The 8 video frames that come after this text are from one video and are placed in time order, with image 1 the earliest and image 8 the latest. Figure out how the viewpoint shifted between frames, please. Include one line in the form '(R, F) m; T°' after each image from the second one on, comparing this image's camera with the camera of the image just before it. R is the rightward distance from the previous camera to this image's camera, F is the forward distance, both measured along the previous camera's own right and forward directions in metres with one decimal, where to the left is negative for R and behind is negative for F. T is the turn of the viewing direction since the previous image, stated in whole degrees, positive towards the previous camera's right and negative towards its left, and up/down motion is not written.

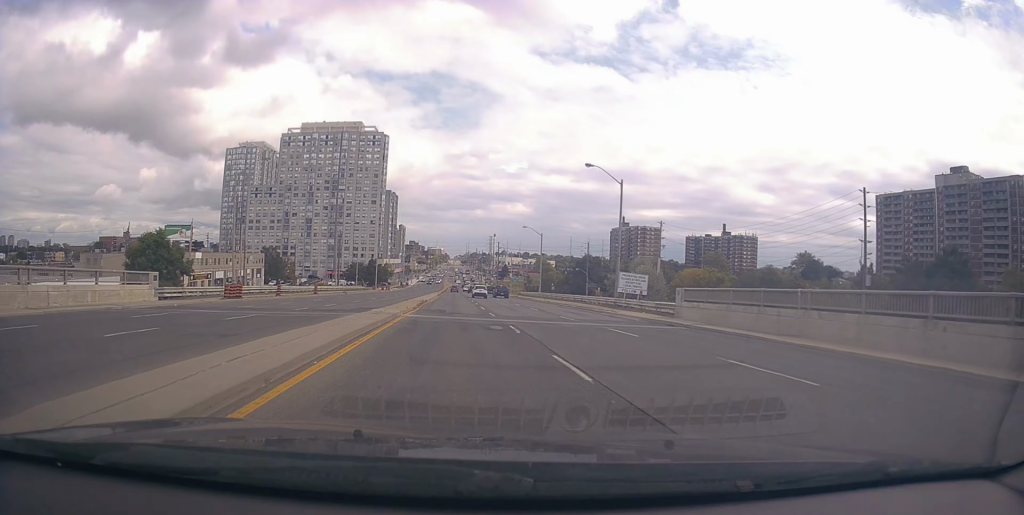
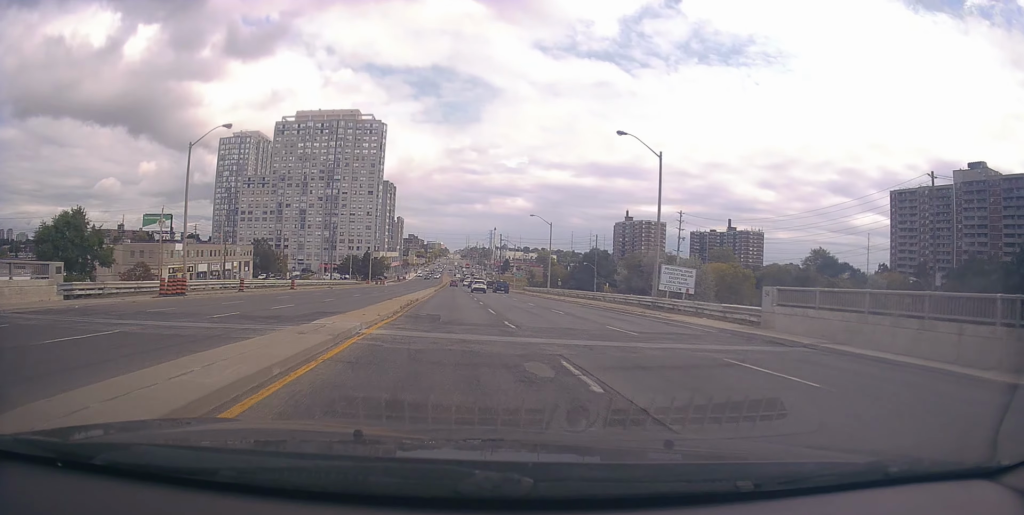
(+0.4, +9.2) m; 0°
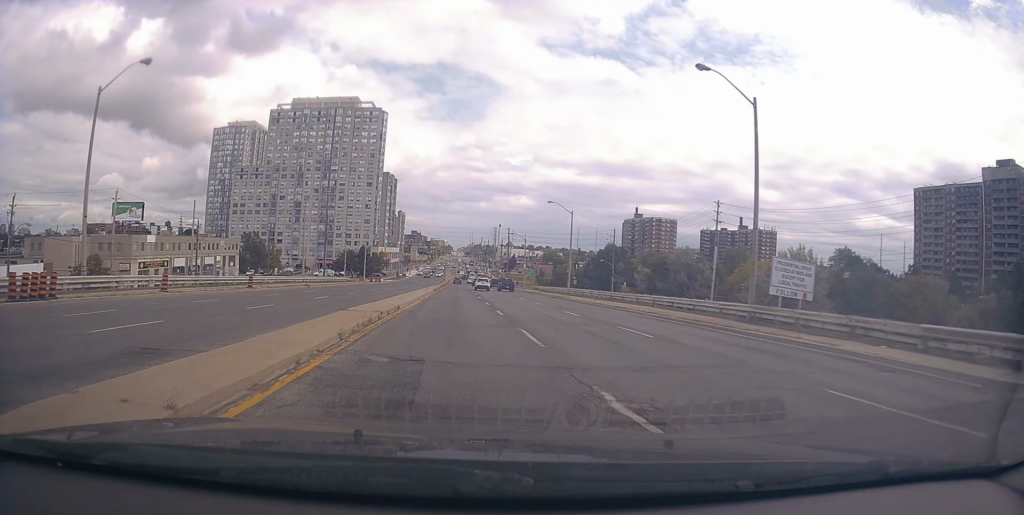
(-0.4, +12.6) m; 0°
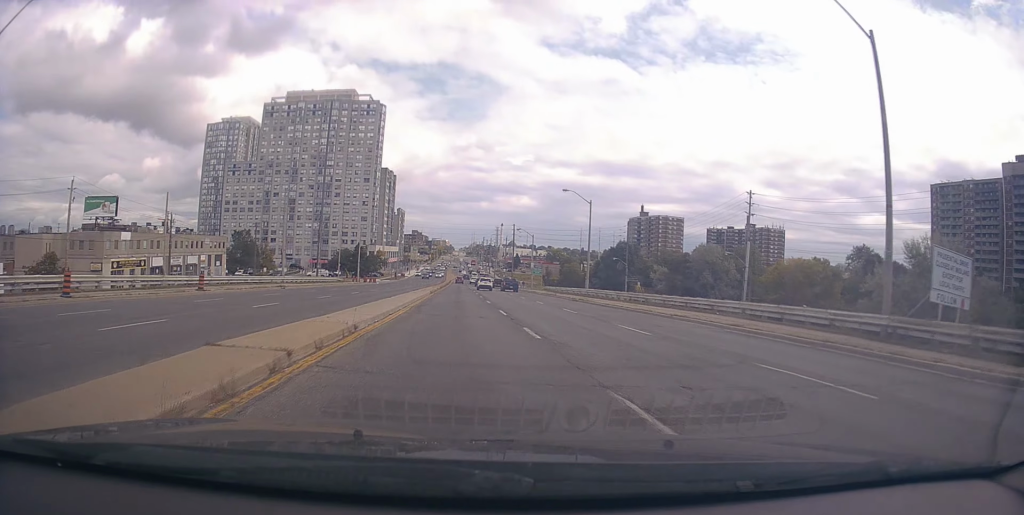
(0.0, +9.1) m; 0°
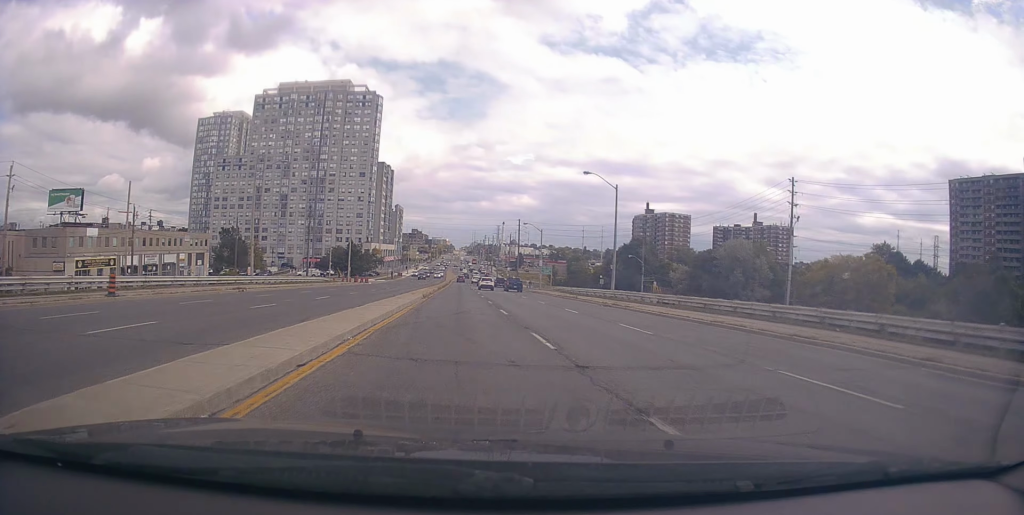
(+0.3, +10.1) m; 0°
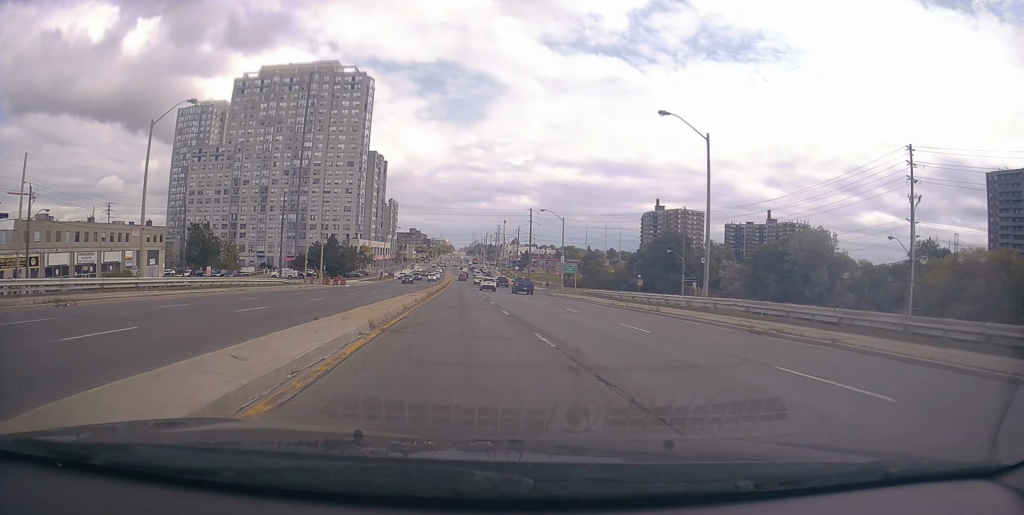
(-0.7, +20.0) m; -1°
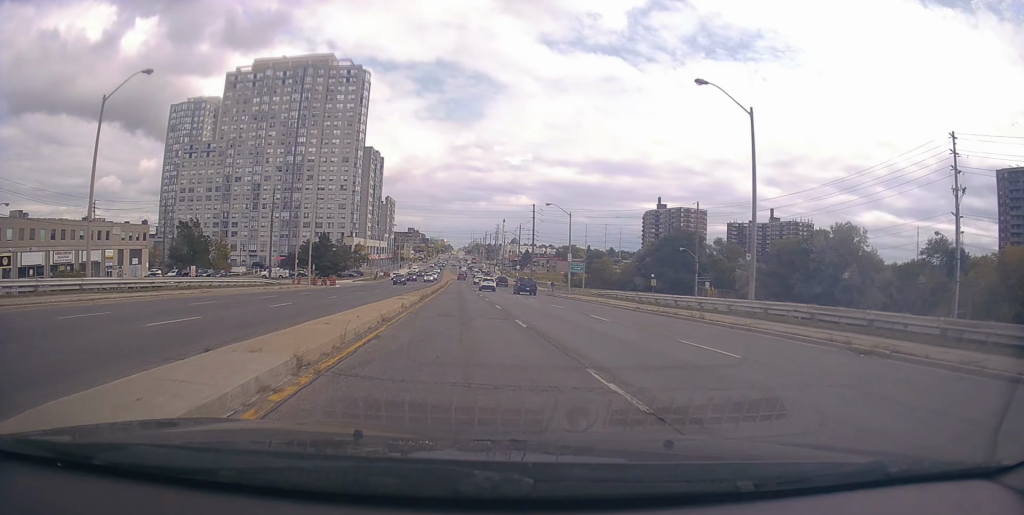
(-0.1, +5.7) m; +1°
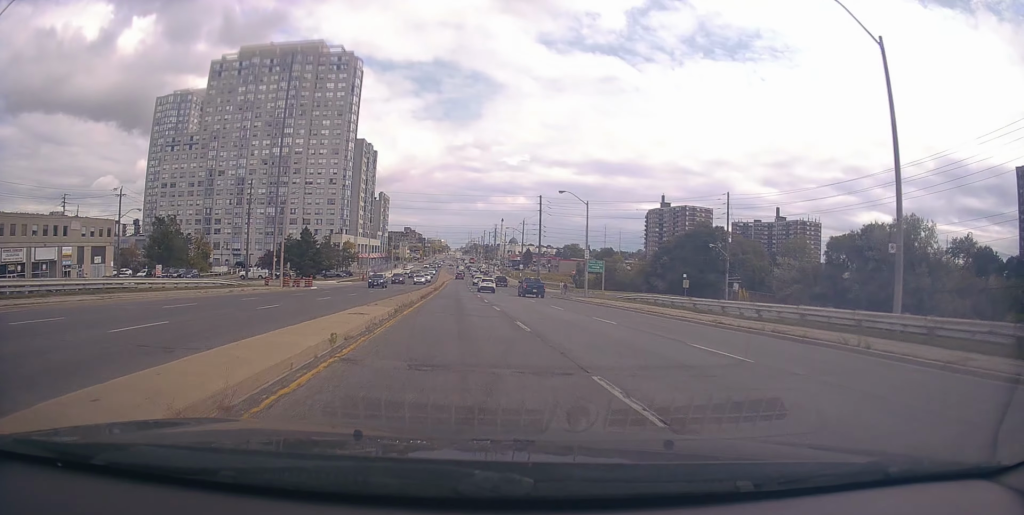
(+0.3, +10.9) m; +2°
